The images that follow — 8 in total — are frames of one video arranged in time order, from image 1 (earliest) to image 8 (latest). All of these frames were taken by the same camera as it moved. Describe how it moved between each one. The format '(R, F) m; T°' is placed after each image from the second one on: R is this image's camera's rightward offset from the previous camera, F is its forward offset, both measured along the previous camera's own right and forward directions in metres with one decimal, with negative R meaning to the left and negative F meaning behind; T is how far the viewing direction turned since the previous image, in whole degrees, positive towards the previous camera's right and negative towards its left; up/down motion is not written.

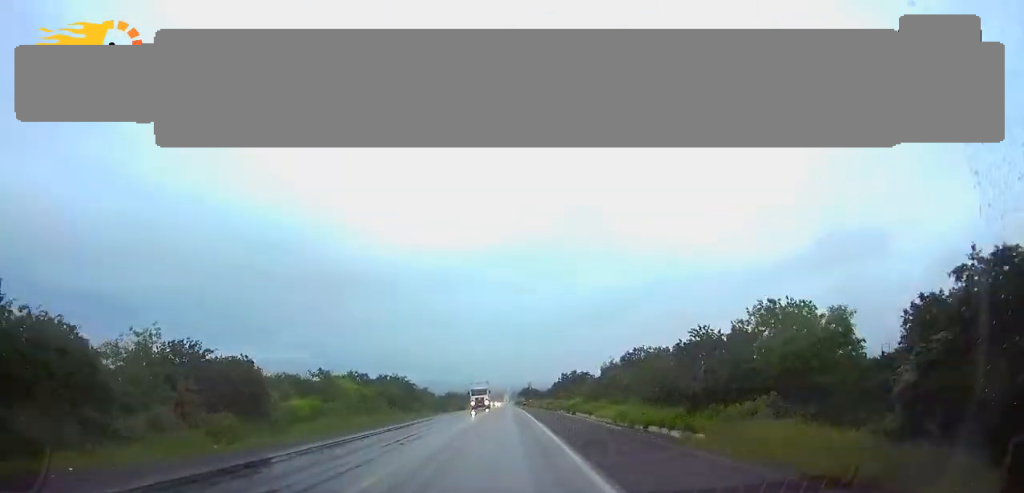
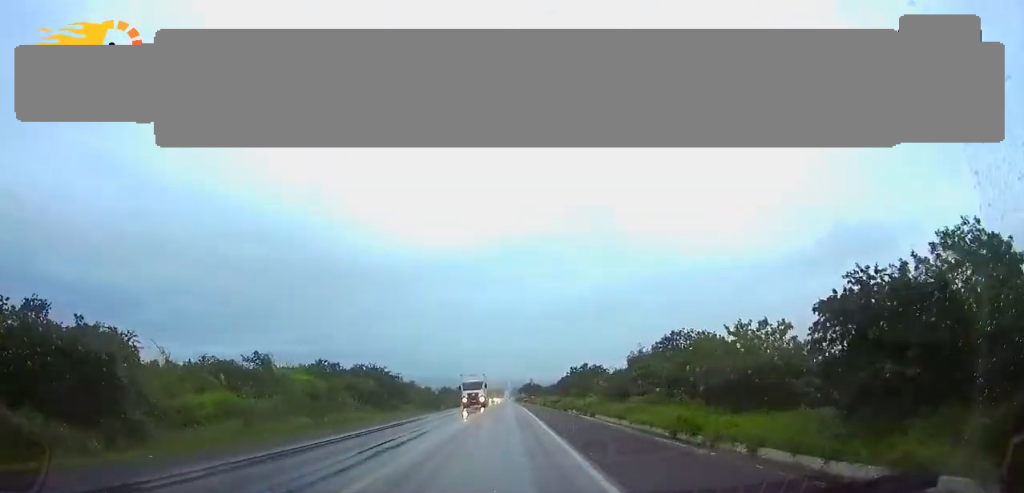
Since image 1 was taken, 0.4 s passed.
(+0.1, +12.4) m; 0°
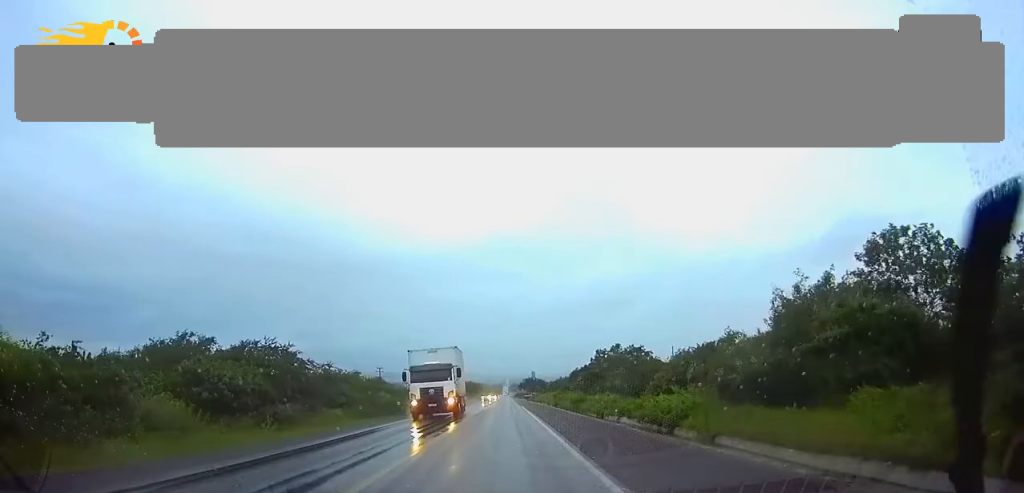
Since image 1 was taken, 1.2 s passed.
(0.0, +25.9) m; 0°
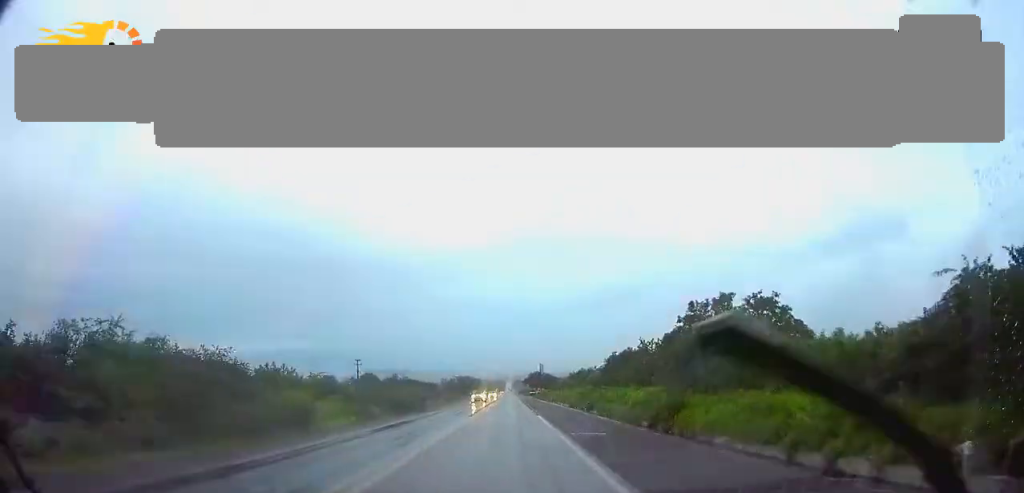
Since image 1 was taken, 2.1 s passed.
(0.0, +28.1) m; 0°
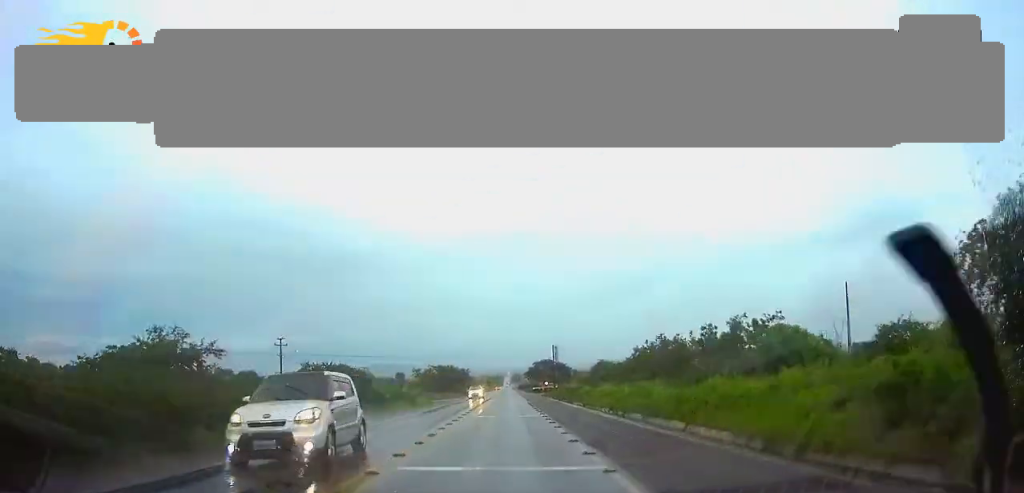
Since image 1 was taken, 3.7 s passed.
(-0.1, +47.2) m; 0°
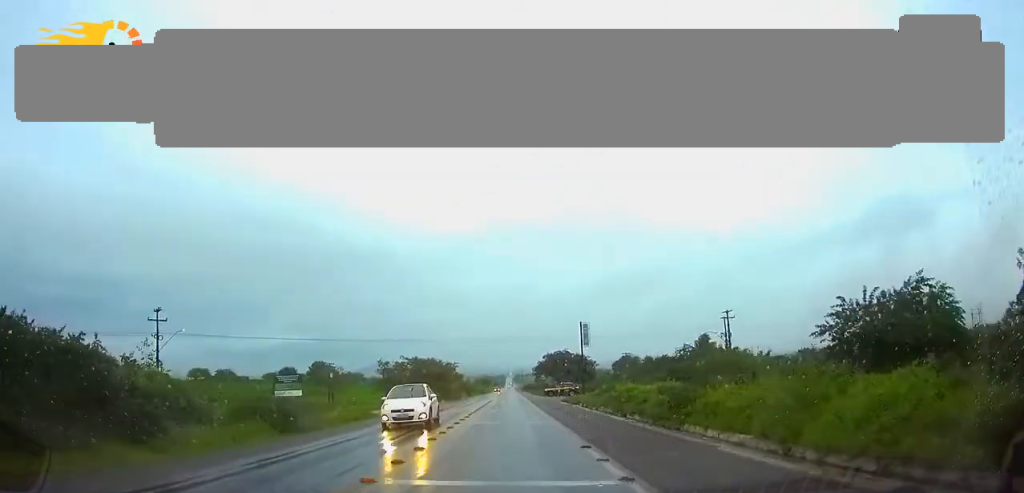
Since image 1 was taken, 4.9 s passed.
(0.0, +36.0) m; 0°
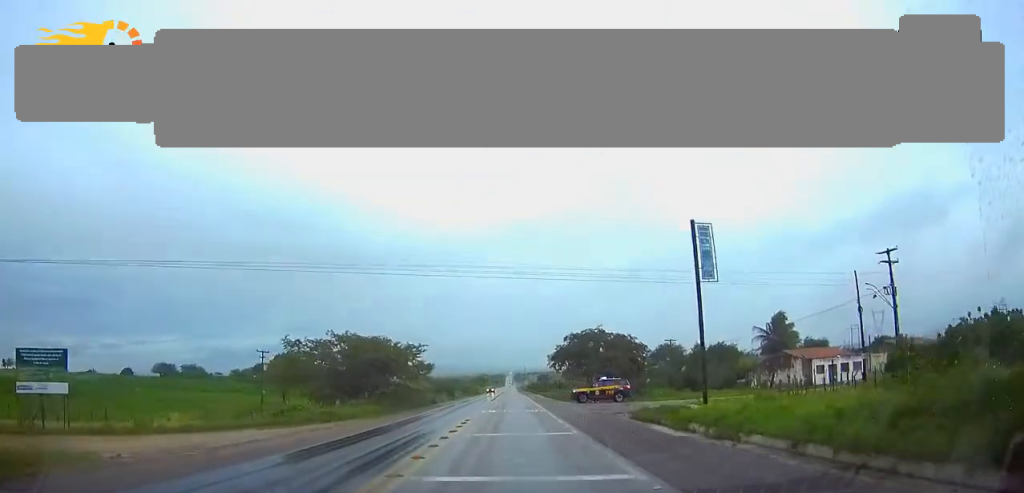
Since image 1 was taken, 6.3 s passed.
(-0.1, +38.4) m; 0°
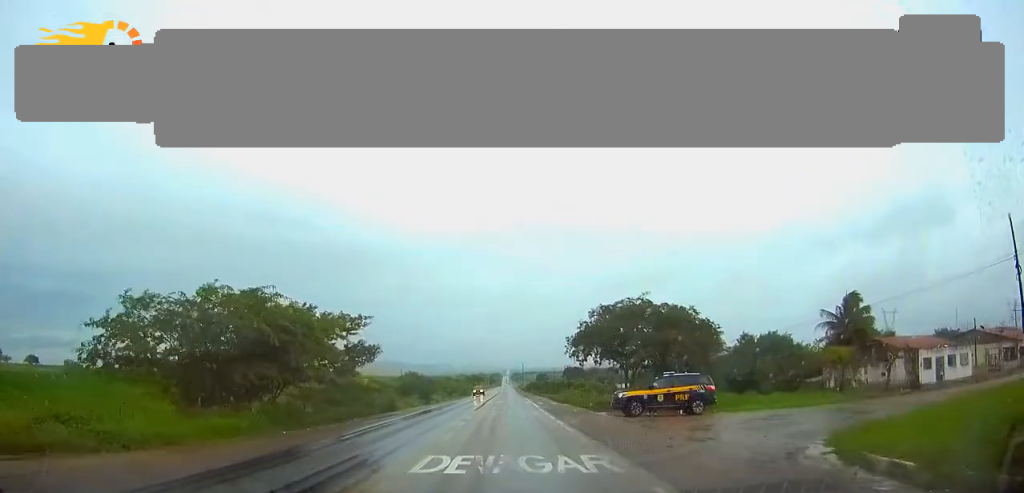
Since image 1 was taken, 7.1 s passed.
(0.0, +23.0) m; 0°
